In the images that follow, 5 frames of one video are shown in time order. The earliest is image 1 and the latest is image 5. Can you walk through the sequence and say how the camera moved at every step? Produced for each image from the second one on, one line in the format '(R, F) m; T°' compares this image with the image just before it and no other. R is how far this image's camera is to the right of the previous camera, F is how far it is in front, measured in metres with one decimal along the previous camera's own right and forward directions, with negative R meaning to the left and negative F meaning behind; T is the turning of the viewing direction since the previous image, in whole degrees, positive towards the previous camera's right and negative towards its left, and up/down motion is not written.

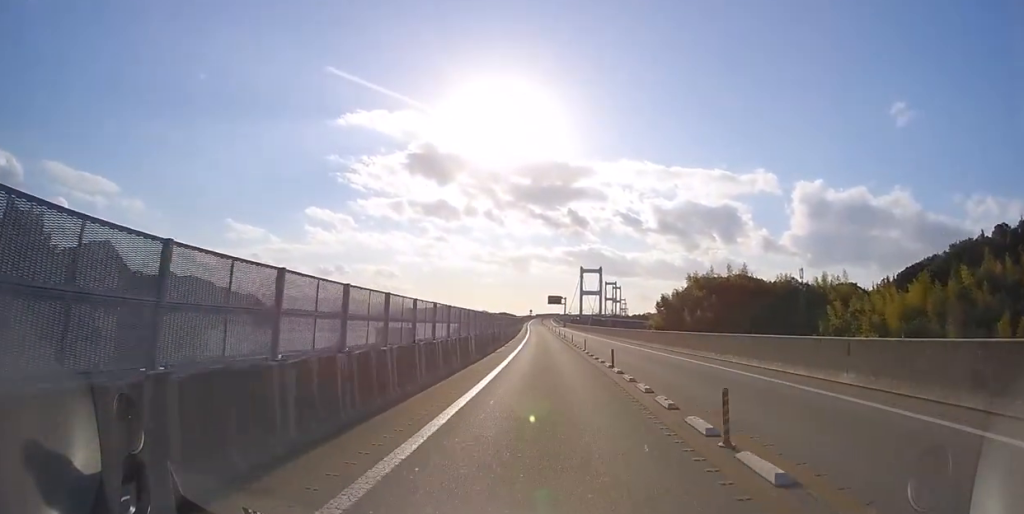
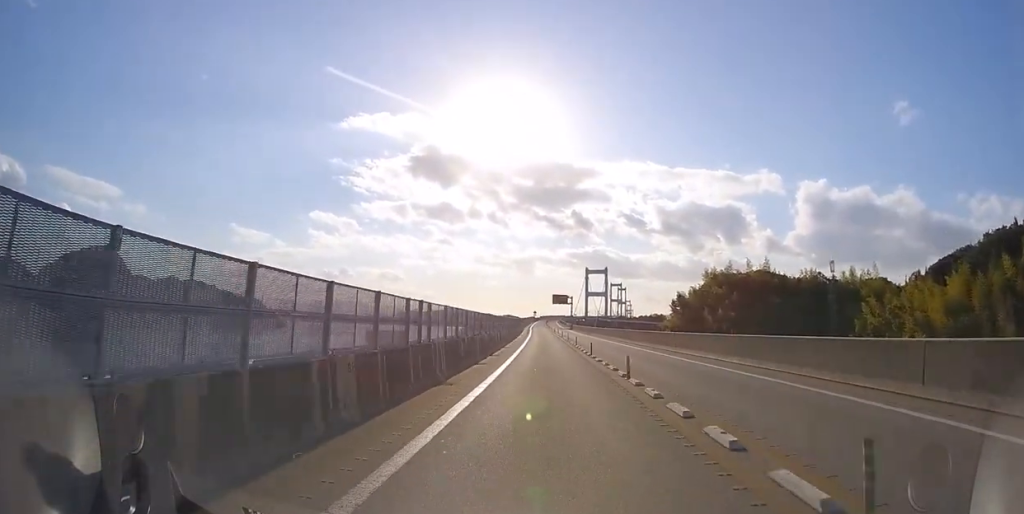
(-1.0, +11.6) m; -4°
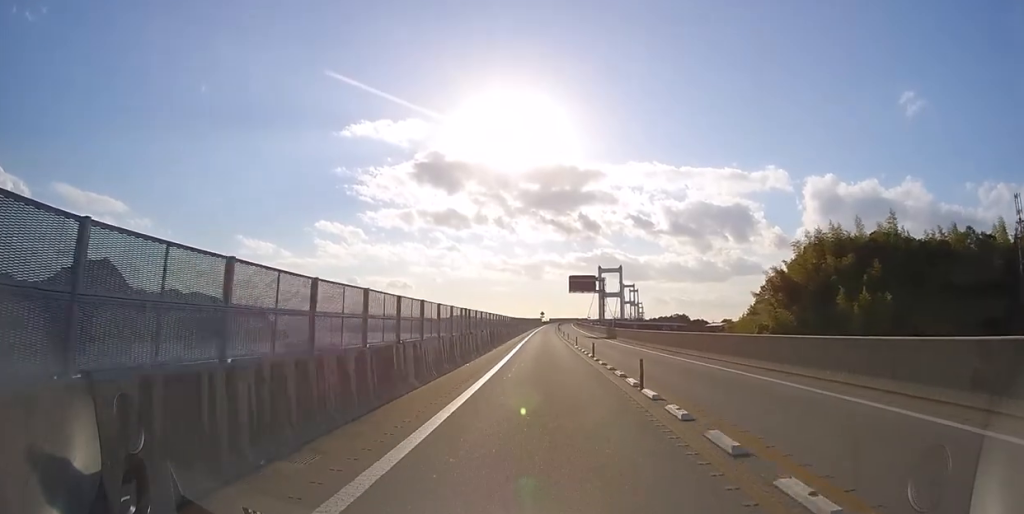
(-3.3, +47.8) m; -4°
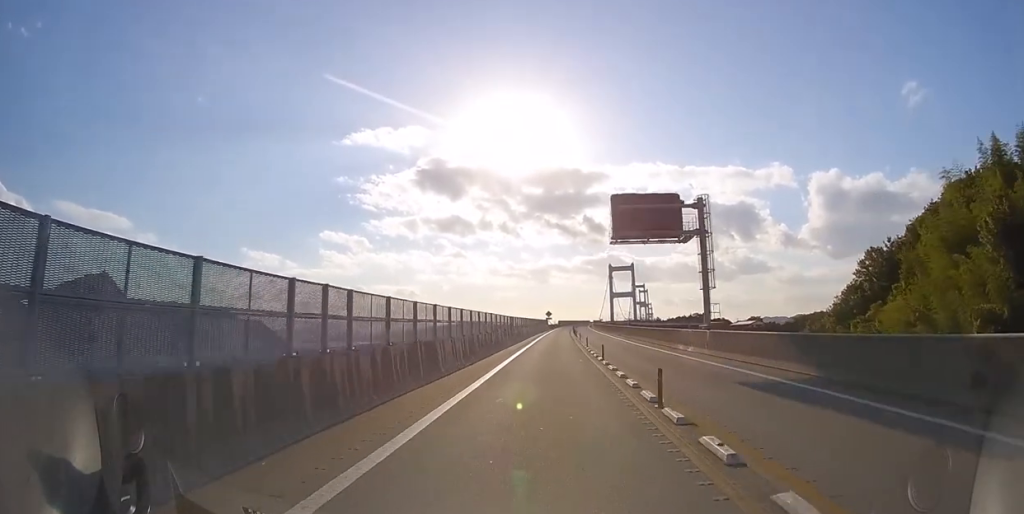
(+1.3, +37.8) m; +4°
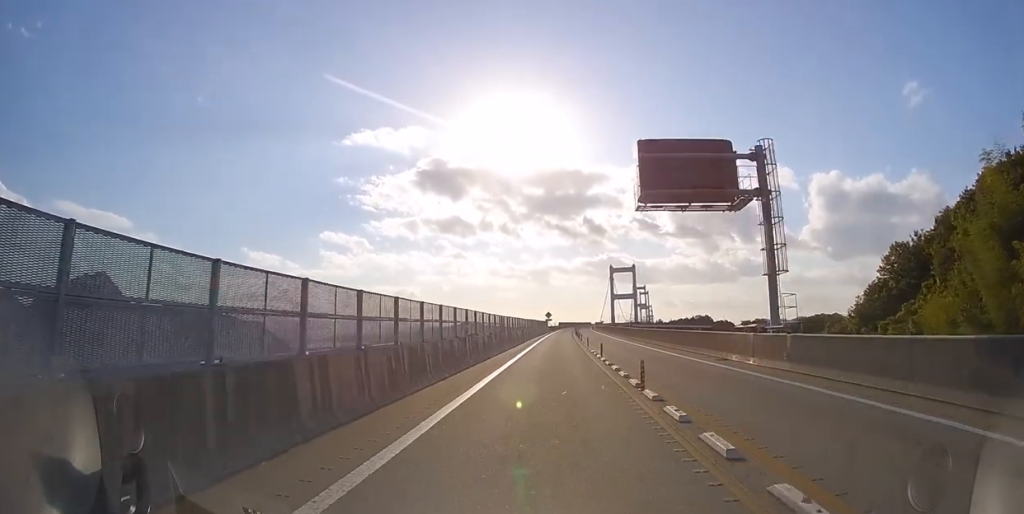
(0.0, +8.0) m; 0°
